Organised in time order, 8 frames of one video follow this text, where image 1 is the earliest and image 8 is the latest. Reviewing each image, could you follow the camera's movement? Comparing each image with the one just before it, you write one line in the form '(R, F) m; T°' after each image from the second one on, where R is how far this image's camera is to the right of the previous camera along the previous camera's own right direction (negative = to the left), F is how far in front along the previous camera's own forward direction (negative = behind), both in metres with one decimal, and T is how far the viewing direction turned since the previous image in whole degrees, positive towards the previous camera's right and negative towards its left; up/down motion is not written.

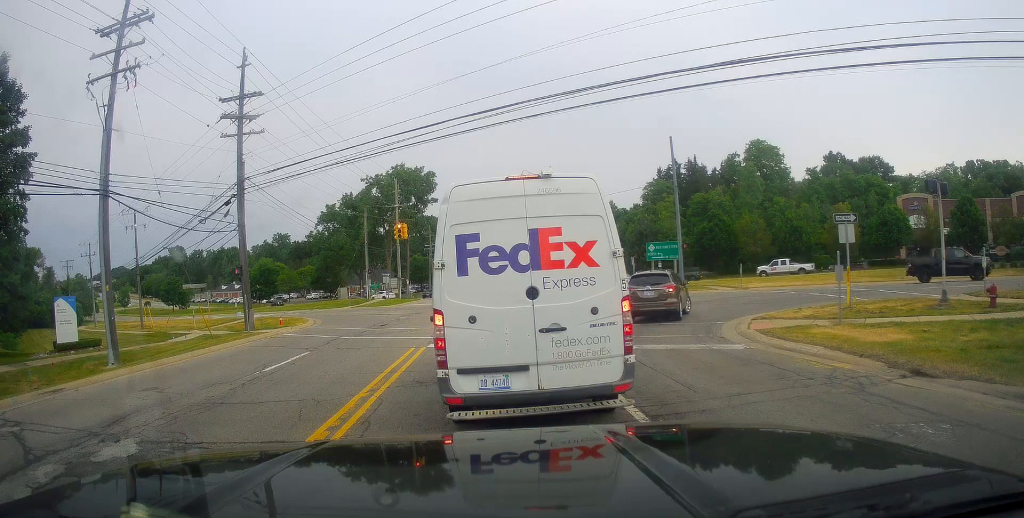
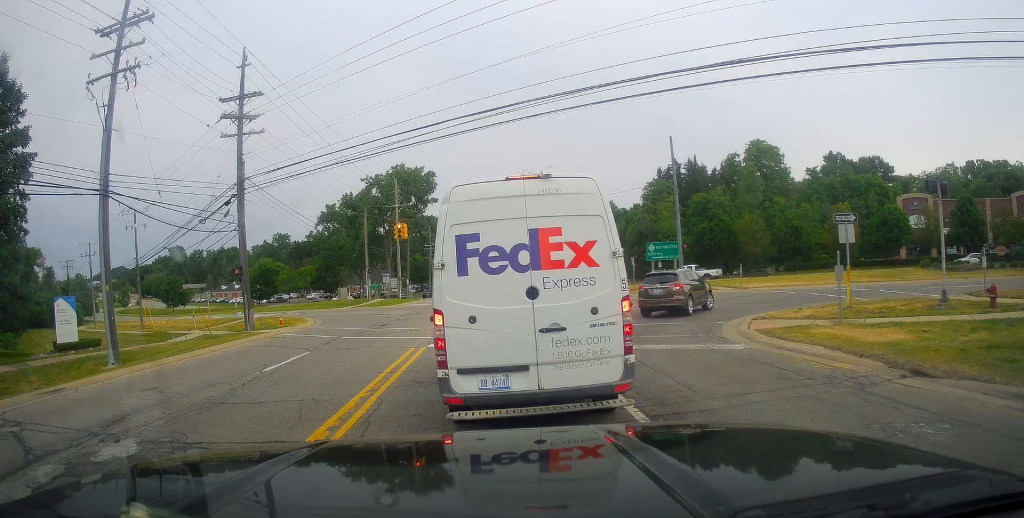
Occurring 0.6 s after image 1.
(0.0, 0.0) m; 0°
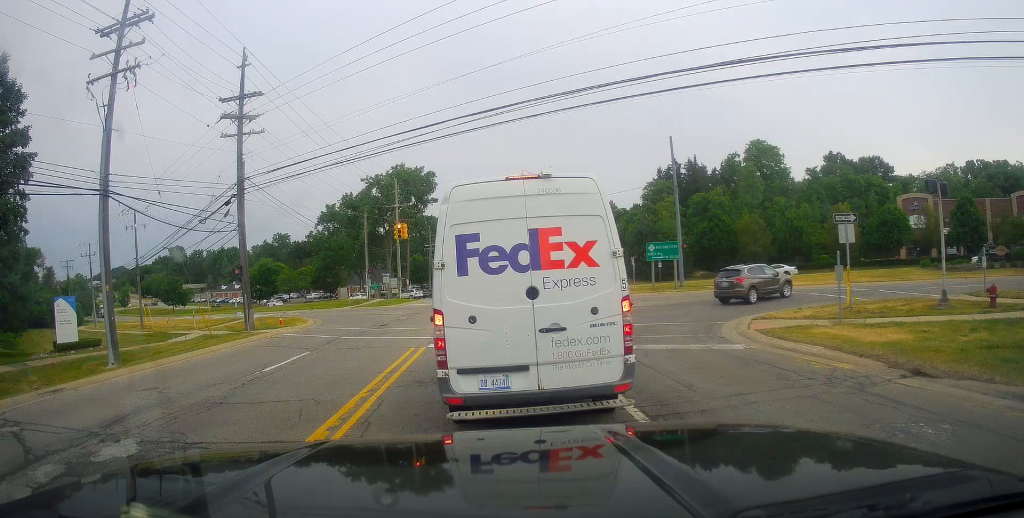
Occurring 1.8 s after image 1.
(0.0, 0.0) m; 0°
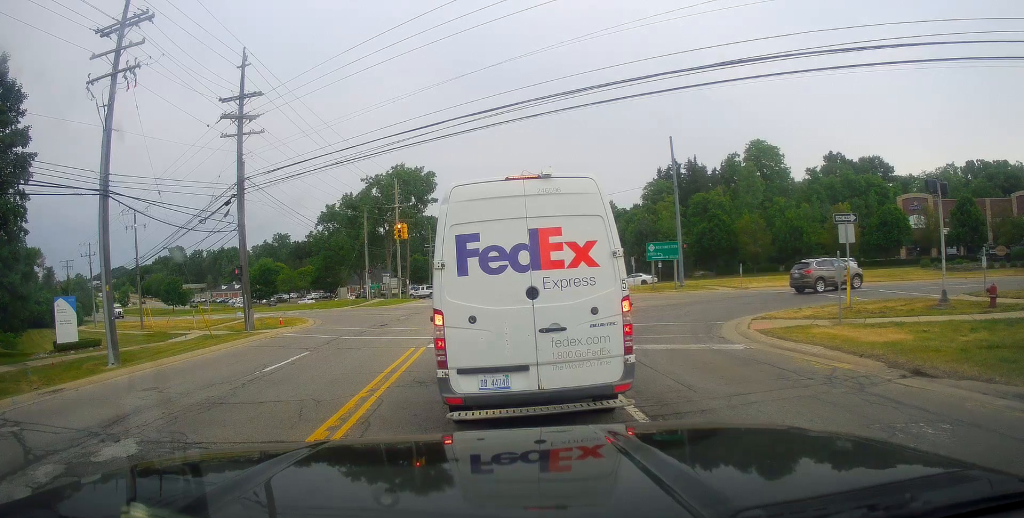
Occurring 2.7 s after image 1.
(0.0, 0.0) m; 0°
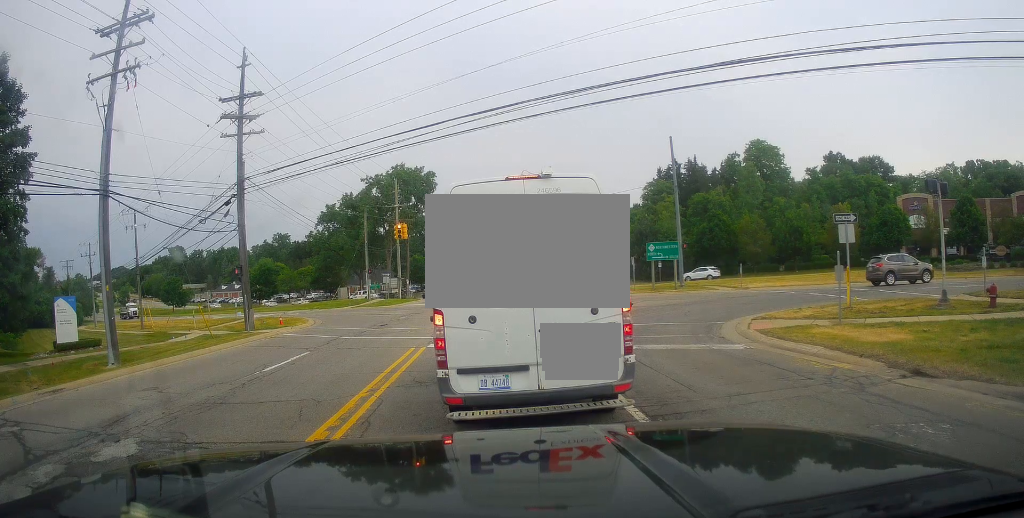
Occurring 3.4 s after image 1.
(0.0, 0.0) m; 0°
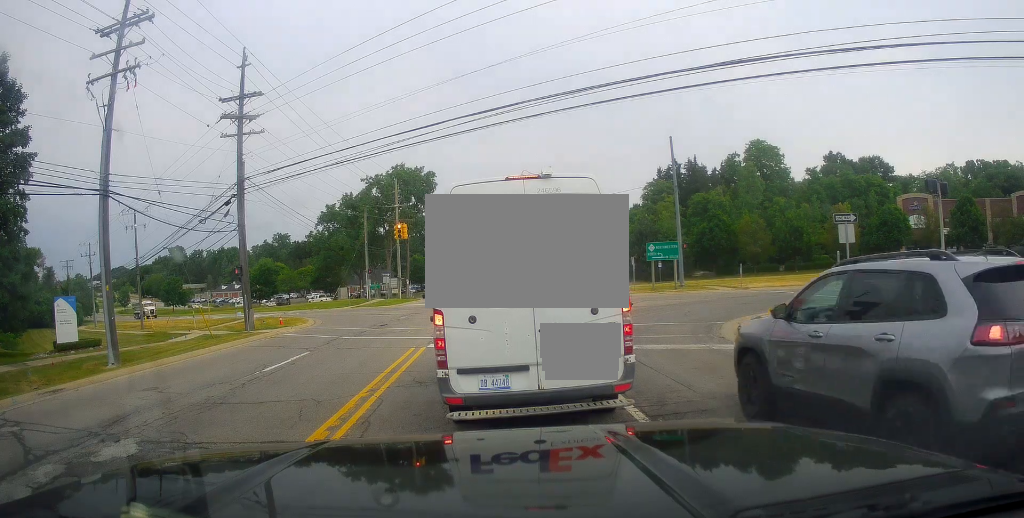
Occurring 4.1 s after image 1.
(0.0, 0.0) m; 0°
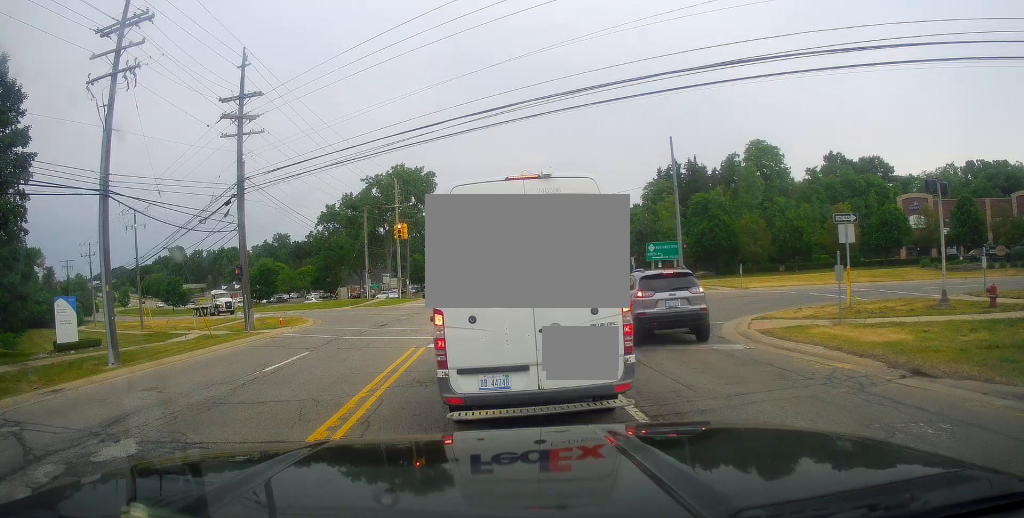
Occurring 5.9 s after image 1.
(0.0, 0.0) m; 0°
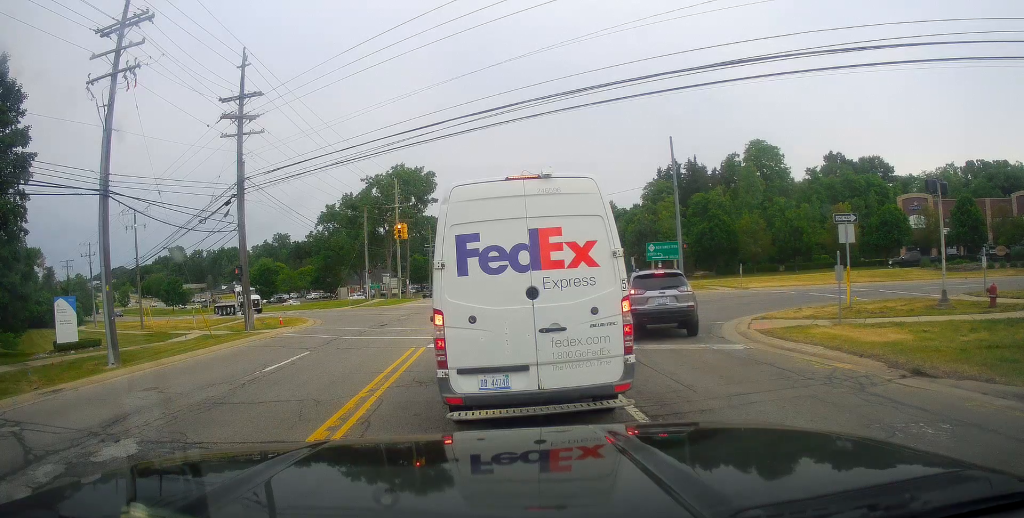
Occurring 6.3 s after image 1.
(0.0, 0.0) m; 0°
